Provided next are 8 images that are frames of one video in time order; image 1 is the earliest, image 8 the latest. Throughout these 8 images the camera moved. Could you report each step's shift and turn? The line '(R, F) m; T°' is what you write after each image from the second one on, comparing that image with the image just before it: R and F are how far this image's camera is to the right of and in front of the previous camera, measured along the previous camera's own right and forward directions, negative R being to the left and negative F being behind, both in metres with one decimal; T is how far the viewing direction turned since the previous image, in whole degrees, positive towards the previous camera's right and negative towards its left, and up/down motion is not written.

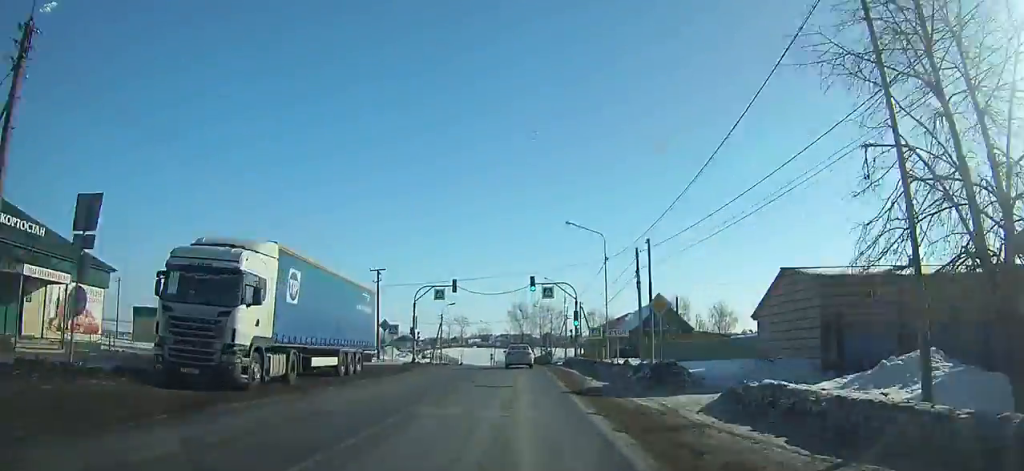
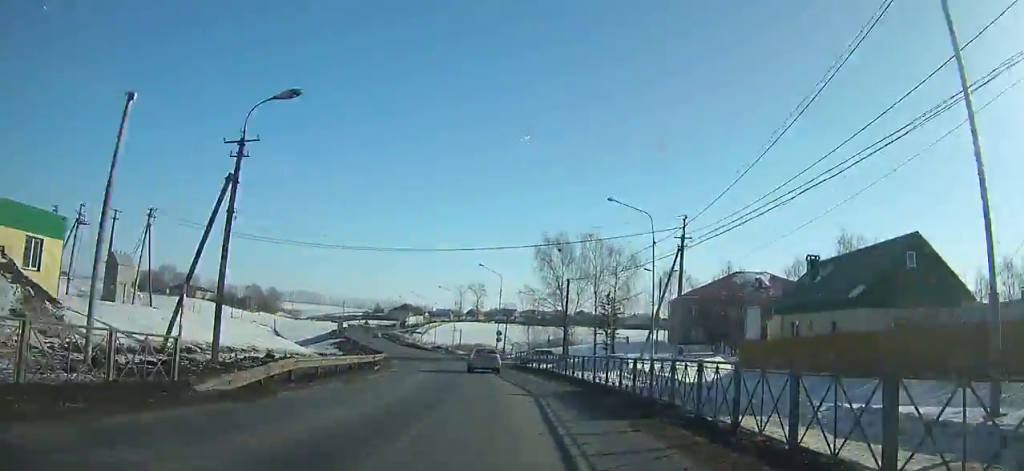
(-0.4, +65.8) m; -5°
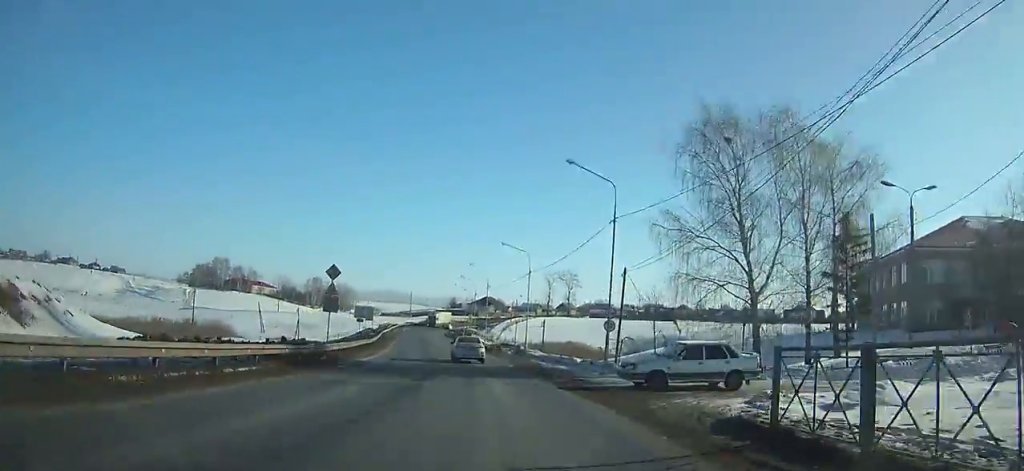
(-2.7, +36.6) m; -8°
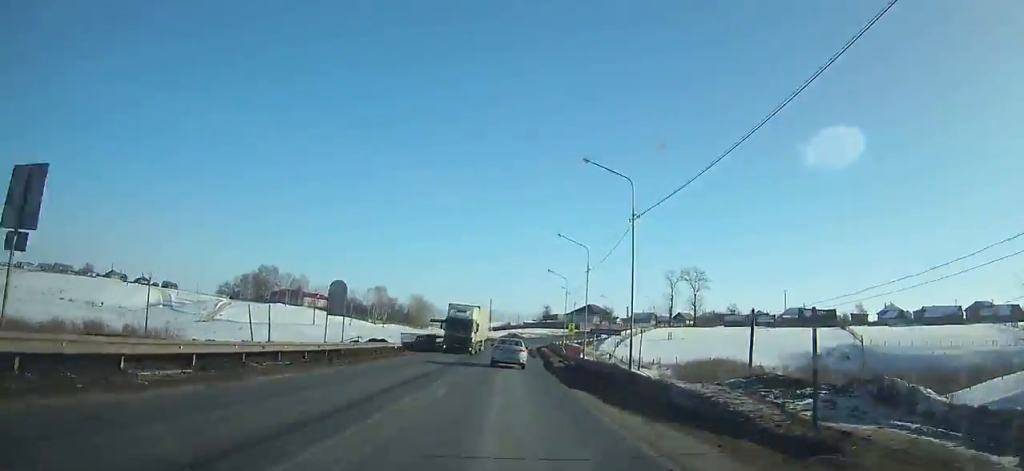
(-3.8, +47.9) m; -7°
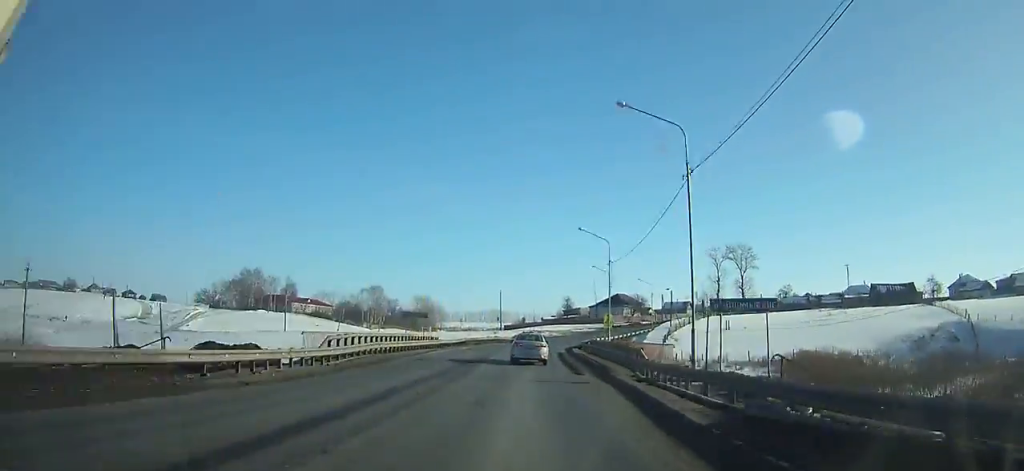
(-0.6, +27.6) m; +1°
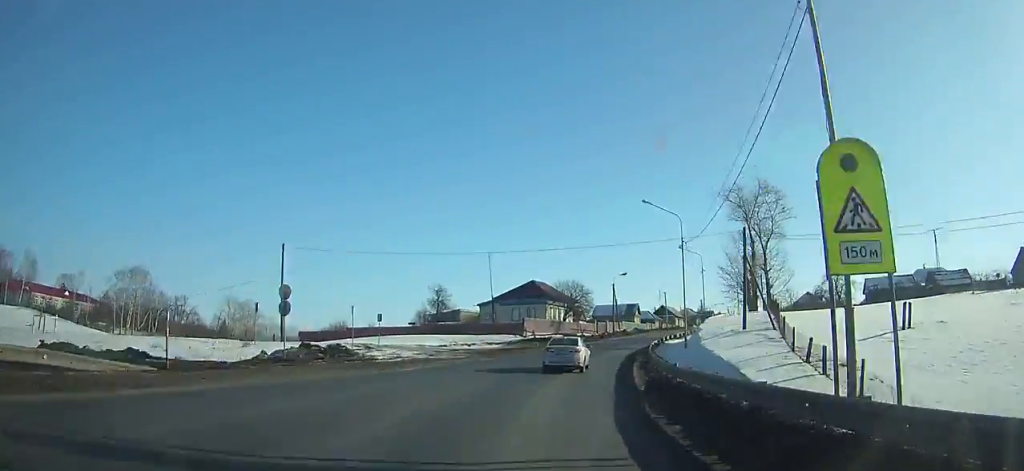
(+6.0, +71.3) m; +15°
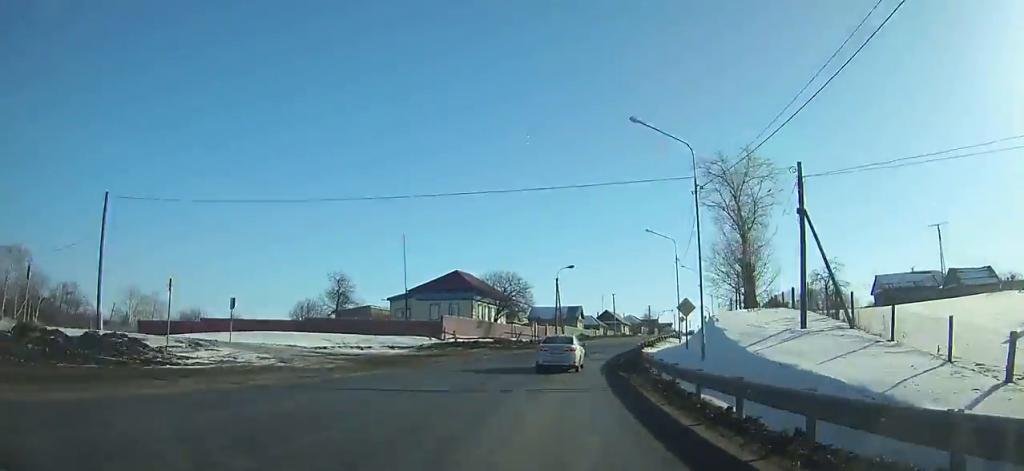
(+0.3, +15.8) m; +5°
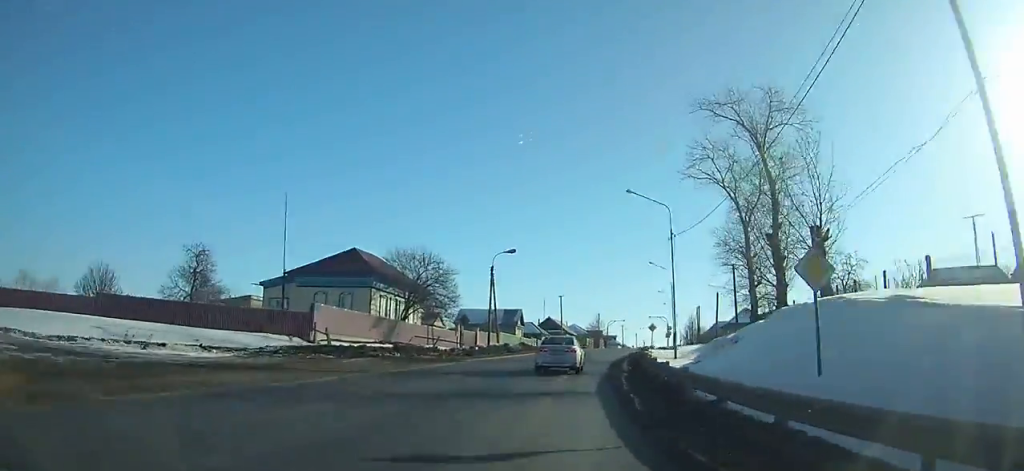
(+1.2, +17.8) m; +5°
